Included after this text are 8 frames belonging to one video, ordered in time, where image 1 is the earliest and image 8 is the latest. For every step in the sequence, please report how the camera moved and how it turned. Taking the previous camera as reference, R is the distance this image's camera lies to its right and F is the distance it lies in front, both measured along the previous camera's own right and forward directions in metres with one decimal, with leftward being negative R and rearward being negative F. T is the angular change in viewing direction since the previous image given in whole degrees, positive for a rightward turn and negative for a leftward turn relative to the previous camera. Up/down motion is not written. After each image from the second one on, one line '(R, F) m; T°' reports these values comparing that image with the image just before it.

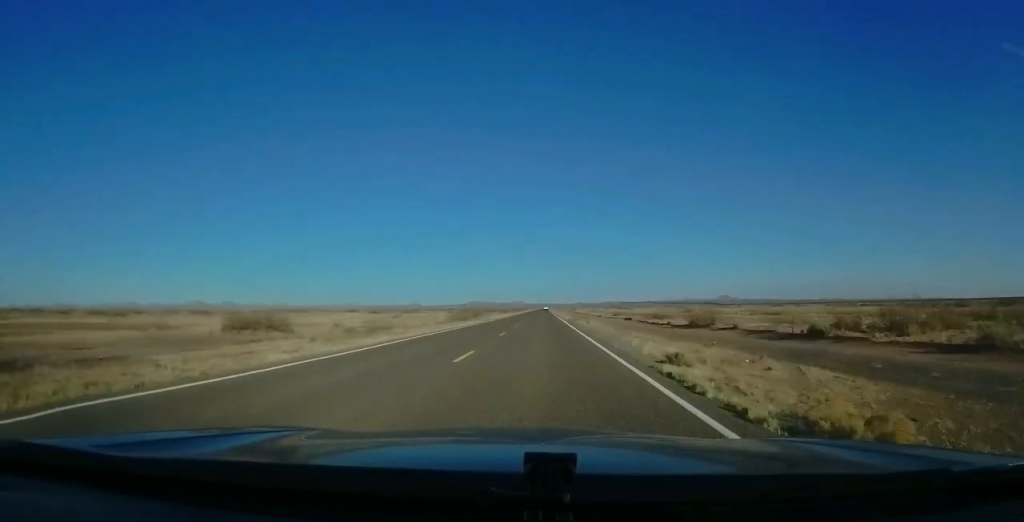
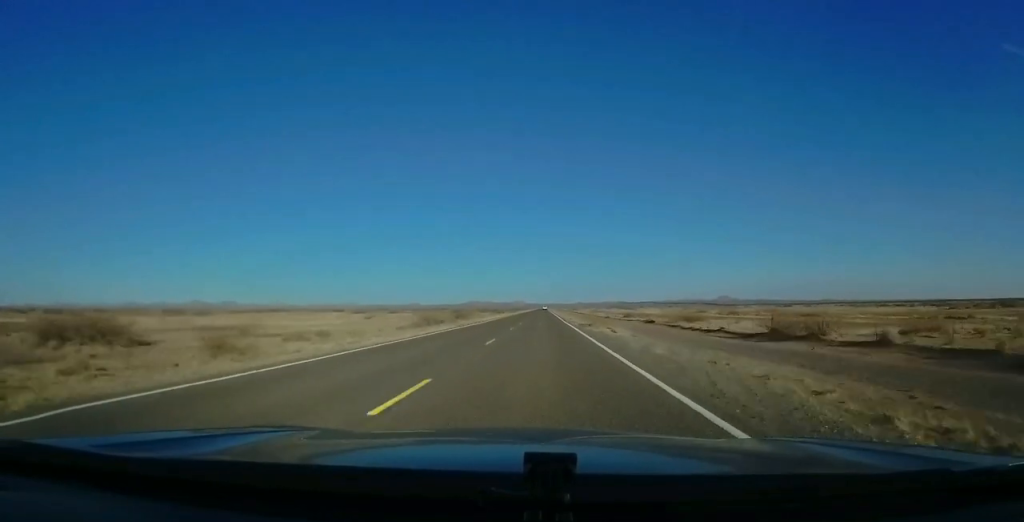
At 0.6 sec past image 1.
(+0.3, +18.3) m; 0°
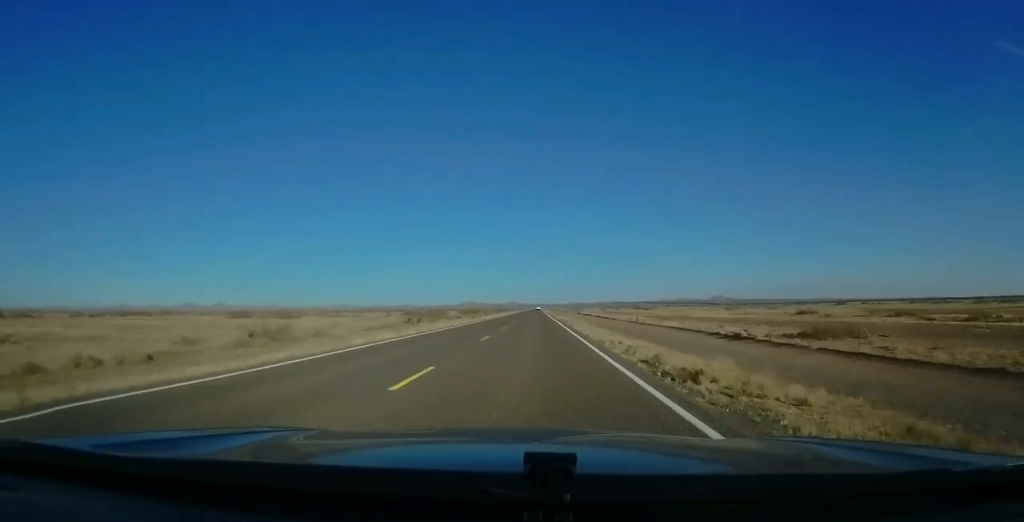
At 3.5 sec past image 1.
(+0.1, +83.0) m; 0°
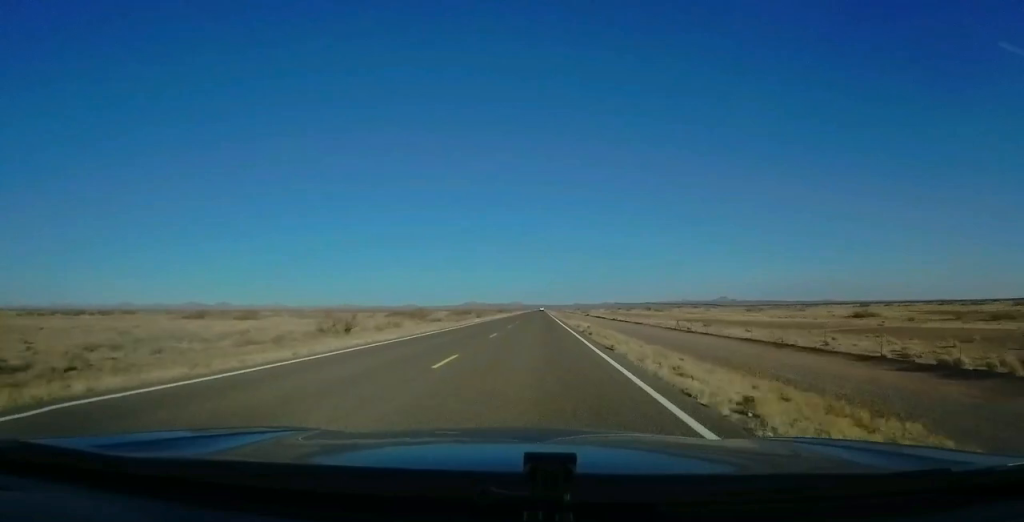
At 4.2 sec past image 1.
(-0.3, +21.4) m; -1°
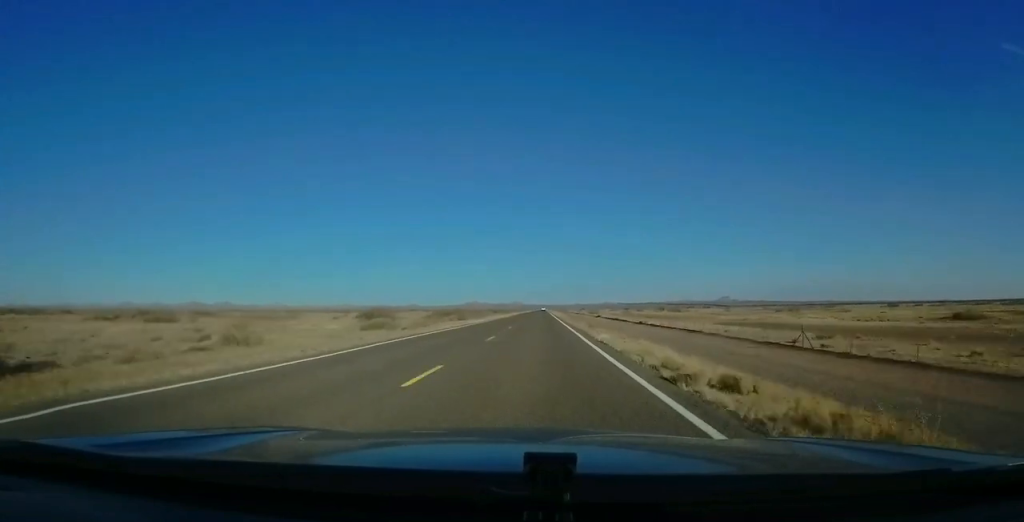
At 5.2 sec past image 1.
(0.0, +27.2) m; 0°
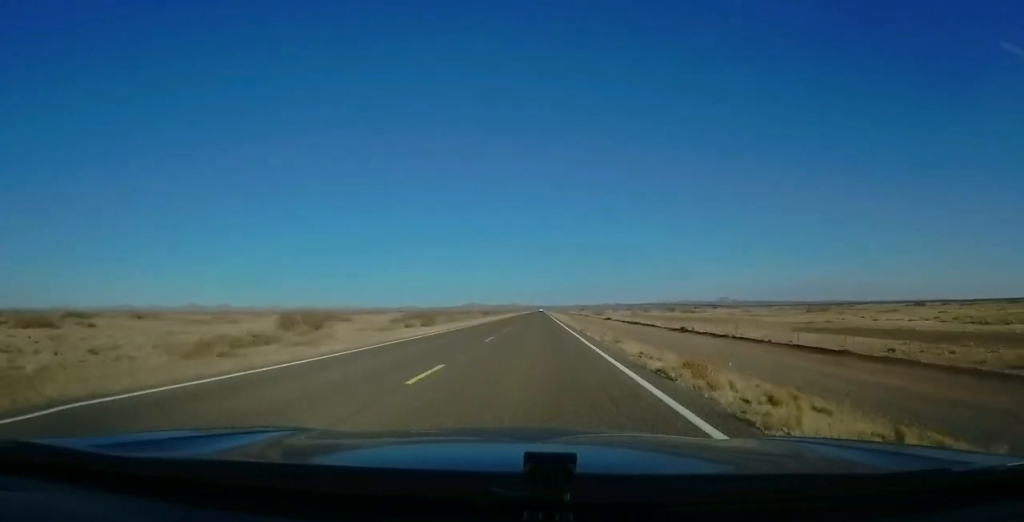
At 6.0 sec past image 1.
(0.0, +24.2) m; 0°
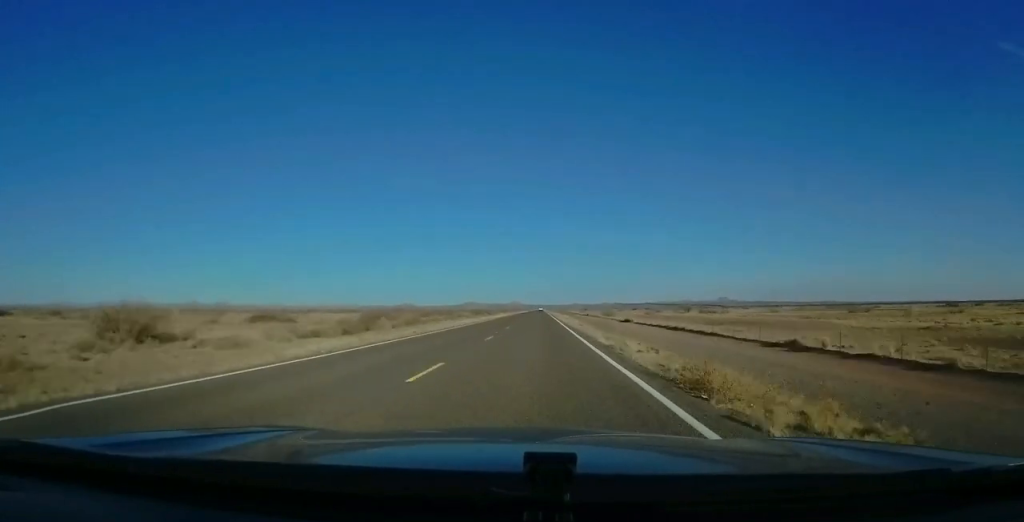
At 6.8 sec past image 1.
(-0.1, +24.3) m; 0°
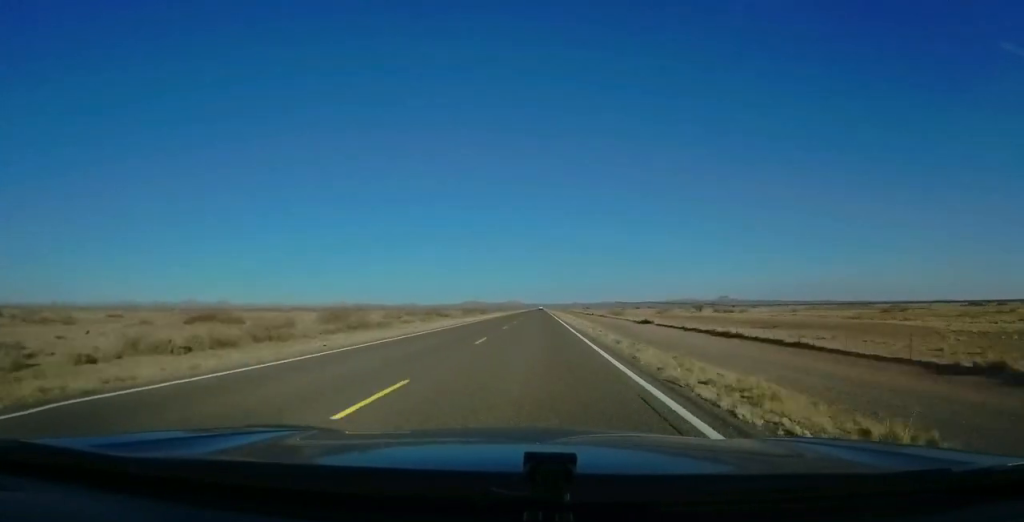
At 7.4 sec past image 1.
(0.0, +15.5) m; 0°
